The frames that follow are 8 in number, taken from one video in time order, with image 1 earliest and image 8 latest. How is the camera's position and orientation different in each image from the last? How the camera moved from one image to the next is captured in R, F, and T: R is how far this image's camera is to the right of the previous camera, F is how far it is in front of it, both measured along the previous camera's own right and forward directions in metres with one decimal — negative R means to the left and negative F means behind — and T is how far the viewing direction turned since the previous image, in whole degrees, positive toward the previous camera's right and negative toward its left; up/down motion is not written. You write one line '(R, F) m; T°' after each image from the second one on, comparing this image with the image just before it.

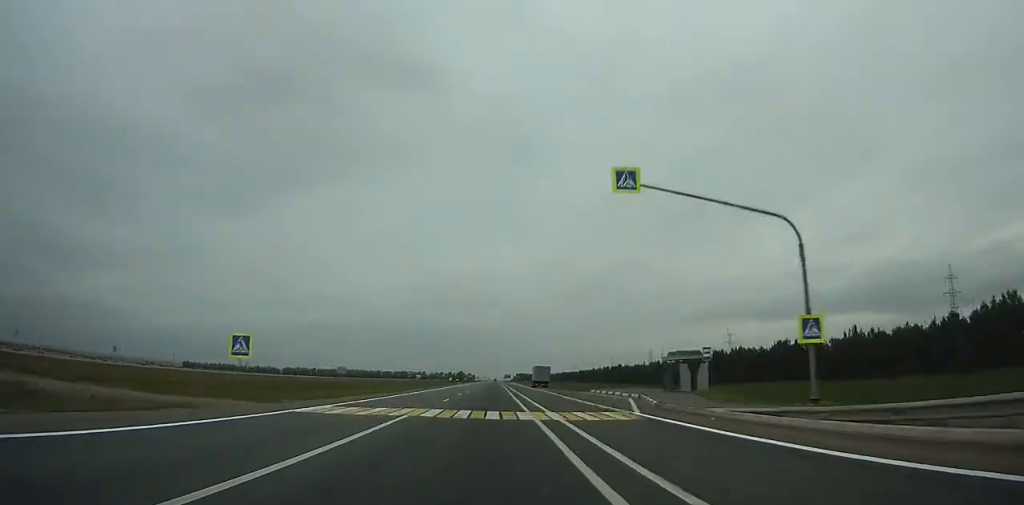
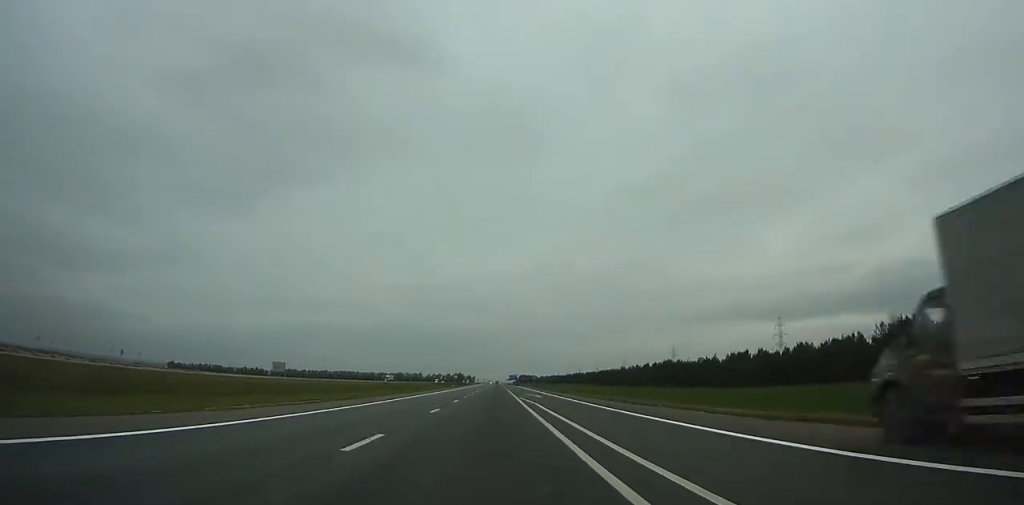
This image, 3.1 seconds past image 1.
(+7.3, +94.2) m; +5°
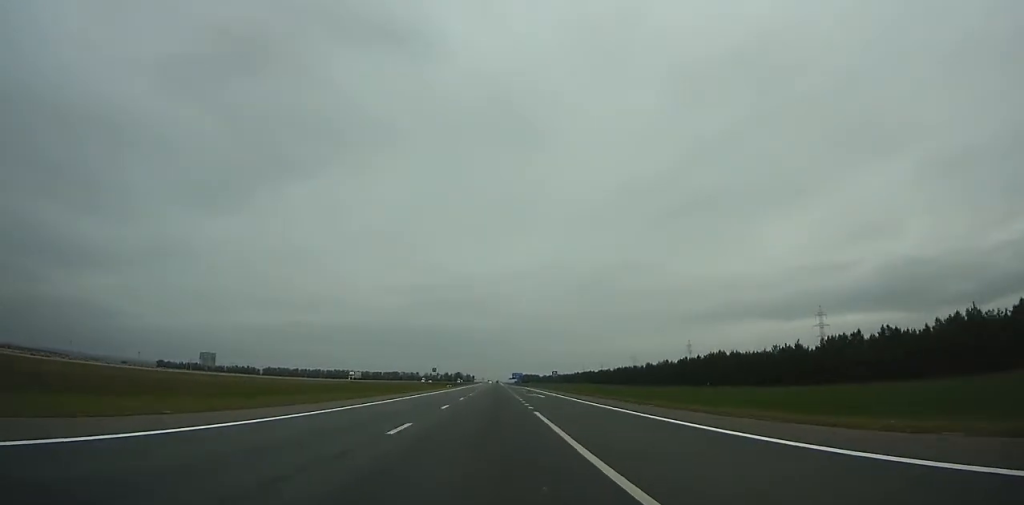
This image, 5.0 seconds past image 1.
(+0.5, +57.4) m; 0°
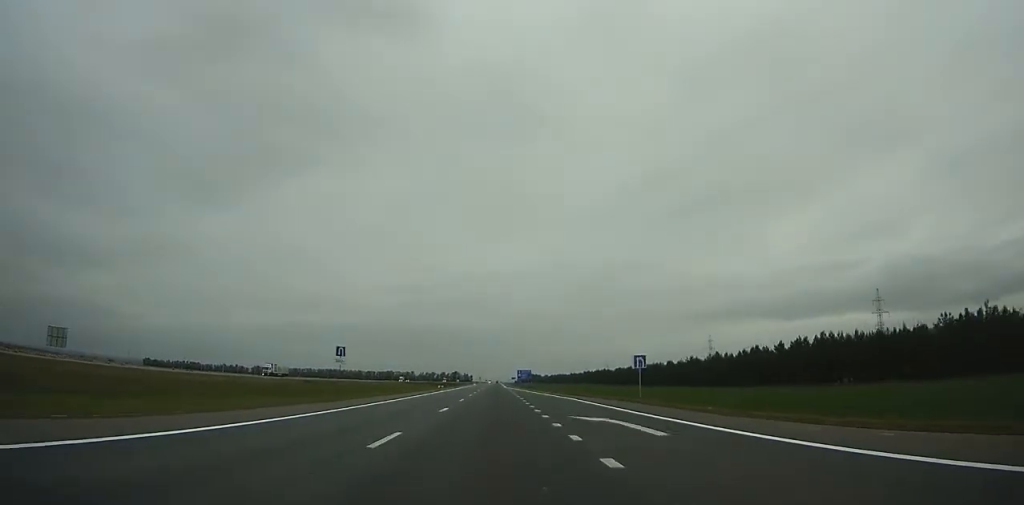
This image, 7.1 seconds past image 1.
(+0.2, +63.3) m; 0°
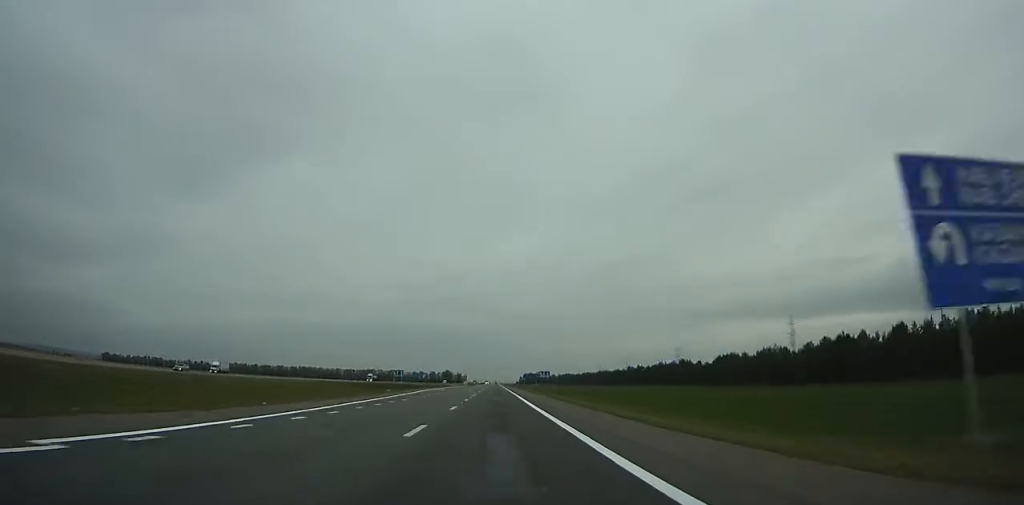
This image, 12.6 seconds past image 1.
(+0.1, +165.6) m; 0°
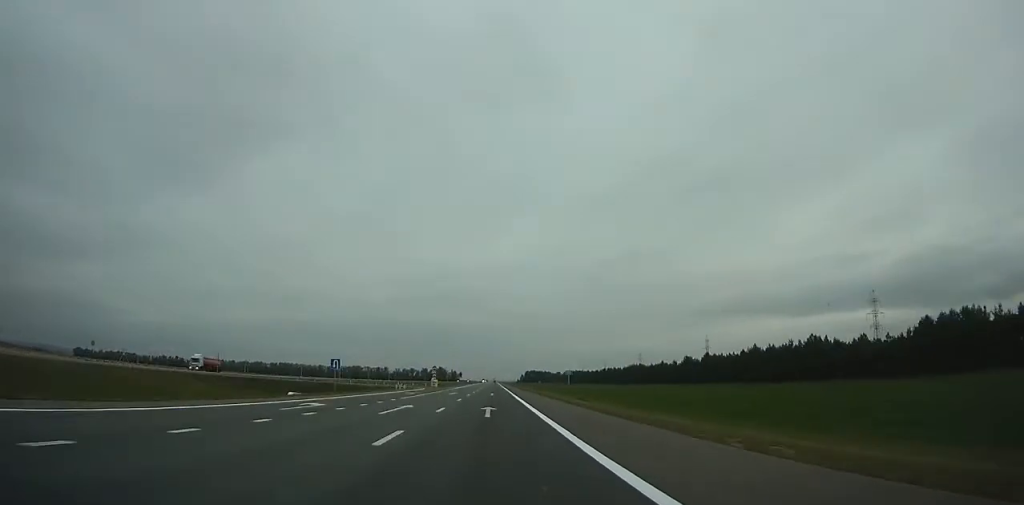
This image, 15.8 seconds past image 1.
(+0.3, +97.2) m; 0°
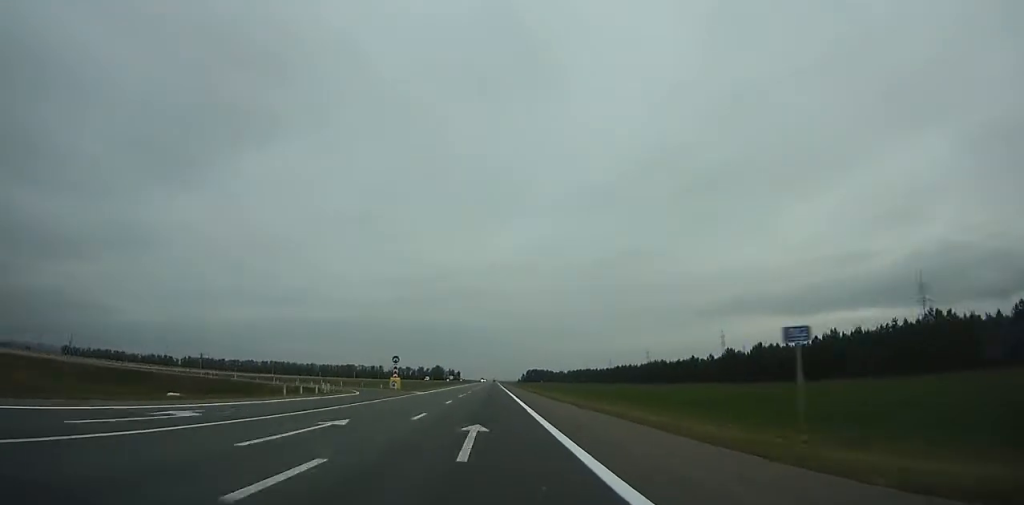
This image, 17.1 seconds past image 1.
(+0.2, +39.8) m; 0°
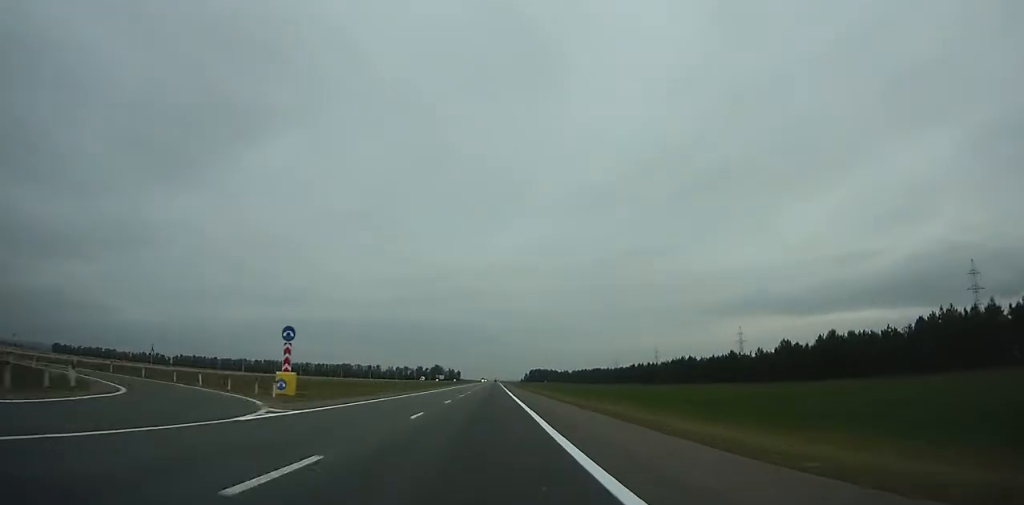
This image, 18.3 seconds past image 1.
(+0.1, +36.8) m; 0°
